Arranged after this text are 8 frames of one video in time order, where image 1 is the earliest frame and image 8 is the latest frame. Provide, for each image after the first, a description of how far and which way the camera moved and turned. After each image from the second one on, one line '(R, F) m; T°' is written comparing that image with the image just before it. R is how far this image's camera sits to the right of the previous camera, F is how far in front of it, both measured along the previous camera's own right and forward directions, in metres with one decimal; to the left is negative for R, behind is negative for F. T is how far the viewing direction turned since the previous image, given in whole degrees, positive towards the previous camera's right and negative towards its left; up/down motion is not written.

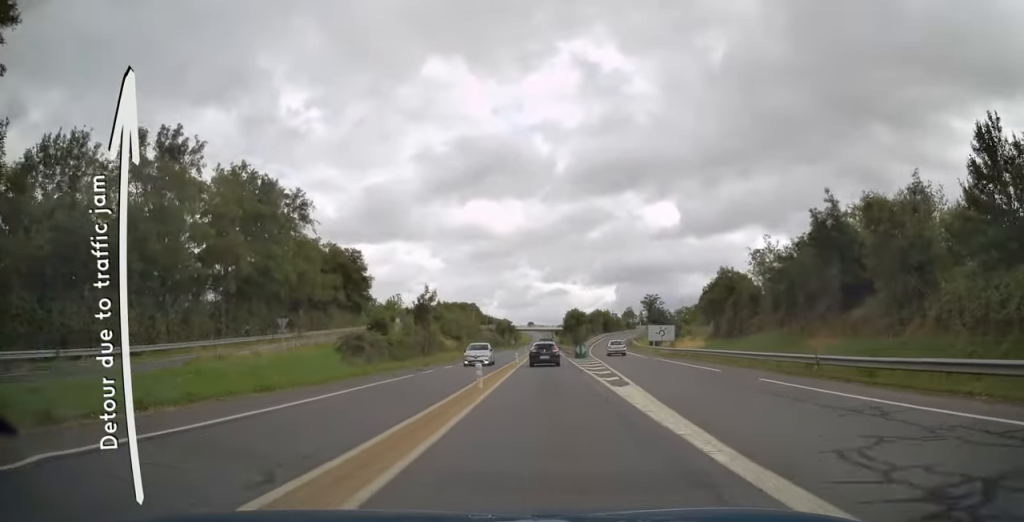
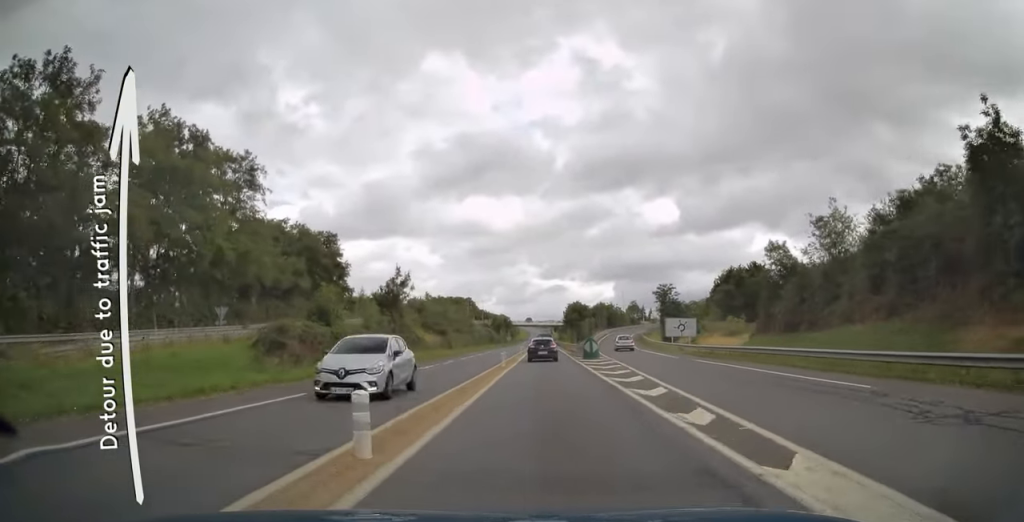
(-0.1, +12.2) m; 0°
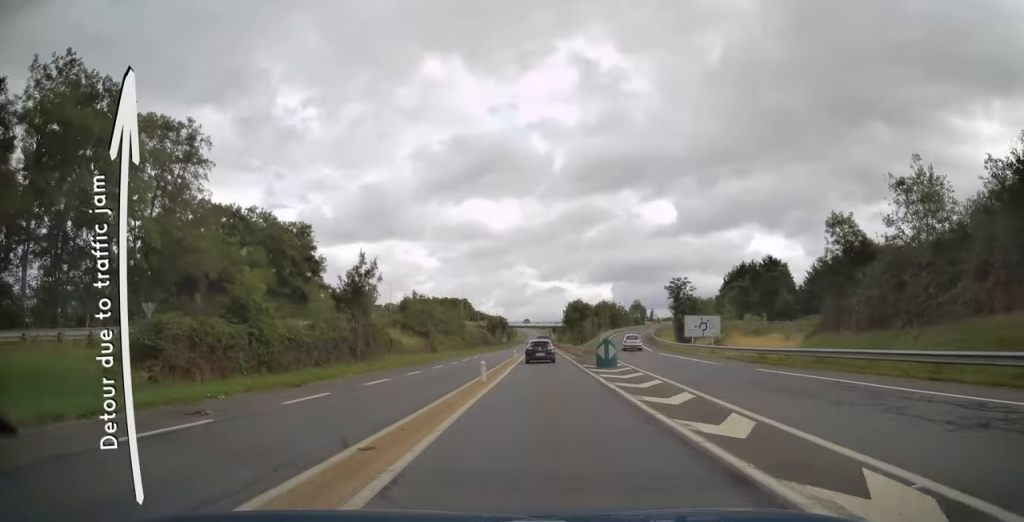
(0.0, +10.1) m; 0°
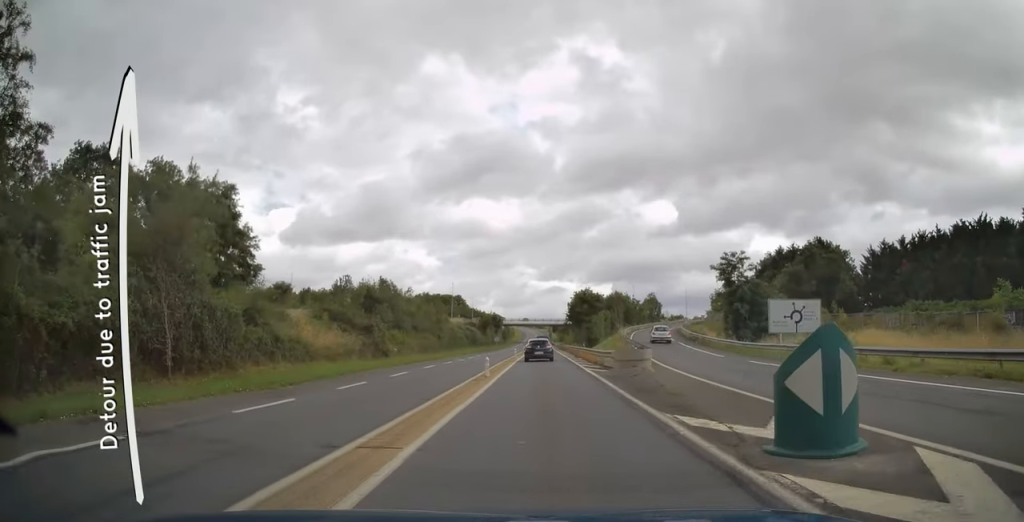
(+0.2, +22.1) m; +1°
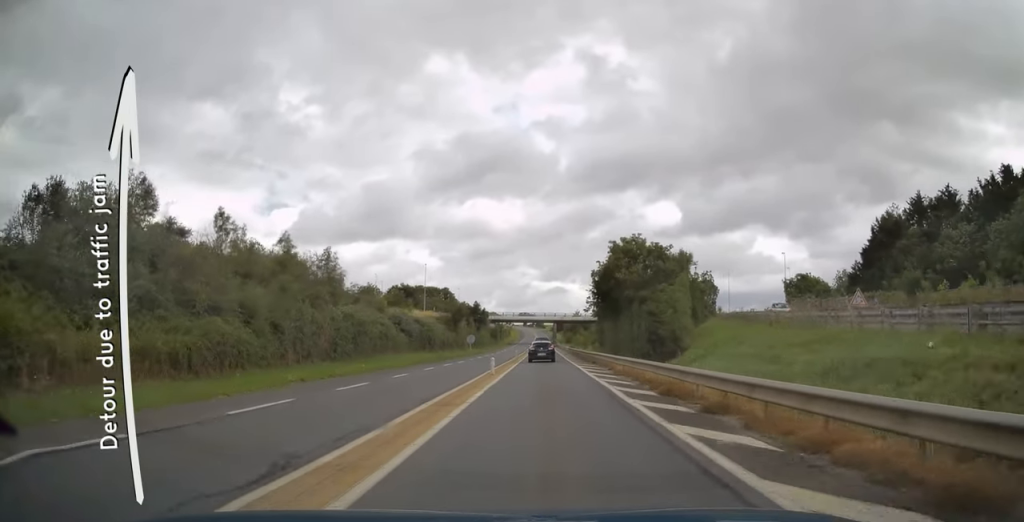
(-0.1, +45.7) m; 0°
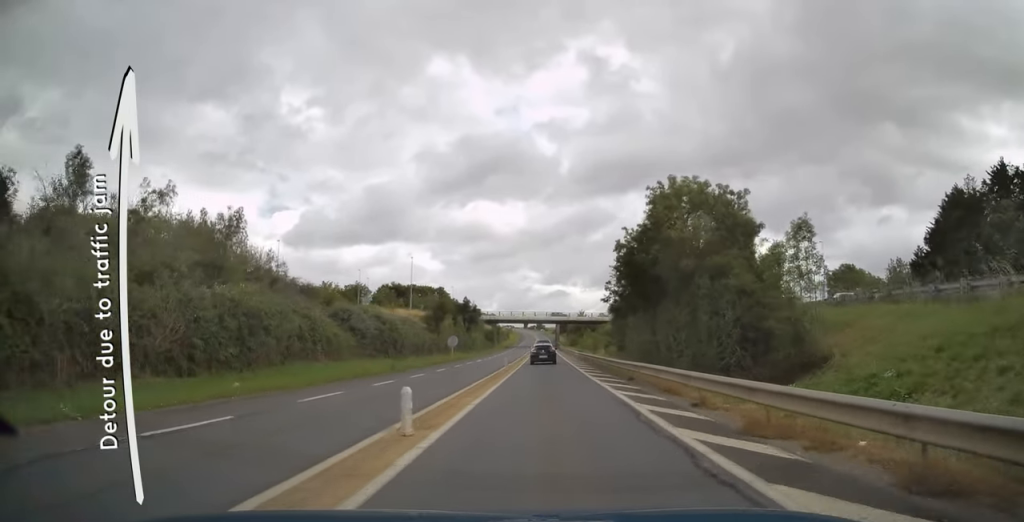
(0.0, +16.1) m; 0°
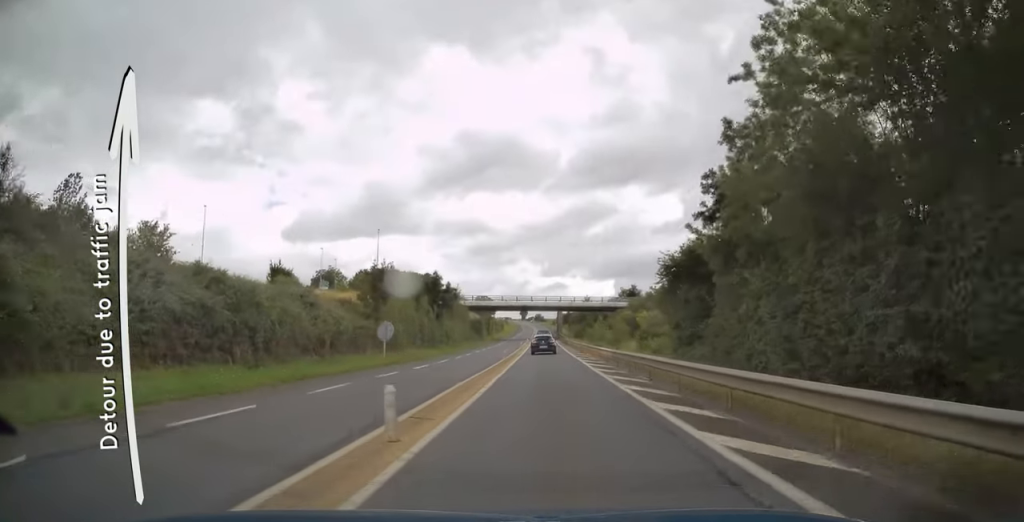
(-0.1, +25.2) m; 0°
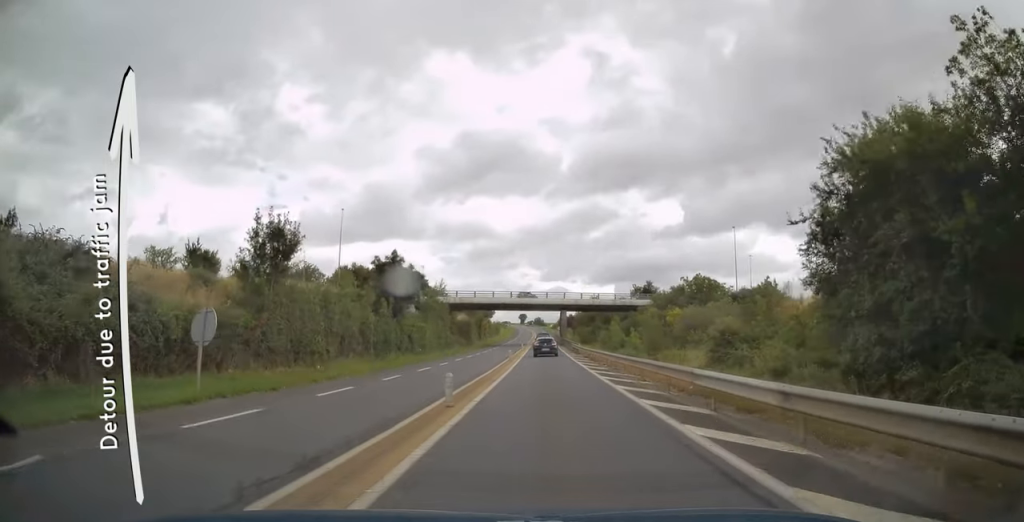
(-0.1, +19.2) m; 0°
